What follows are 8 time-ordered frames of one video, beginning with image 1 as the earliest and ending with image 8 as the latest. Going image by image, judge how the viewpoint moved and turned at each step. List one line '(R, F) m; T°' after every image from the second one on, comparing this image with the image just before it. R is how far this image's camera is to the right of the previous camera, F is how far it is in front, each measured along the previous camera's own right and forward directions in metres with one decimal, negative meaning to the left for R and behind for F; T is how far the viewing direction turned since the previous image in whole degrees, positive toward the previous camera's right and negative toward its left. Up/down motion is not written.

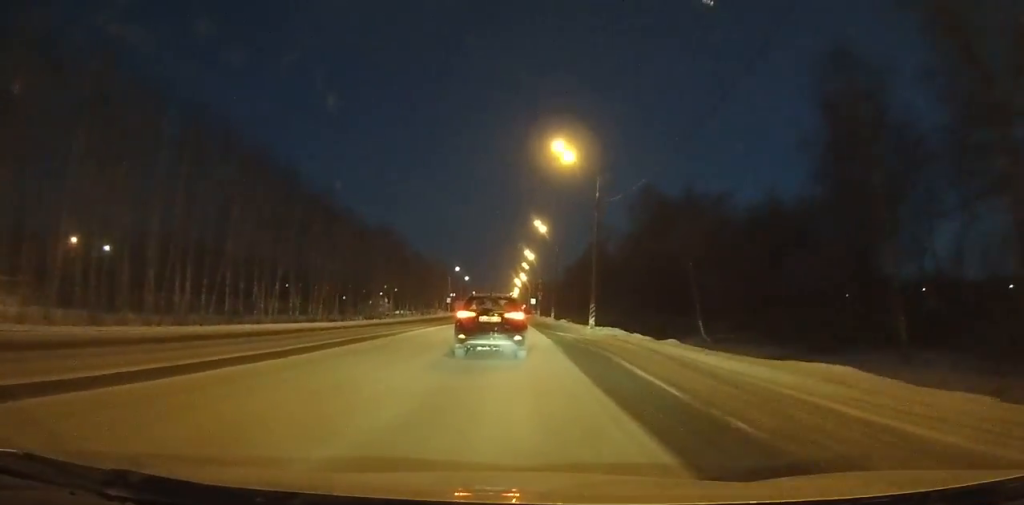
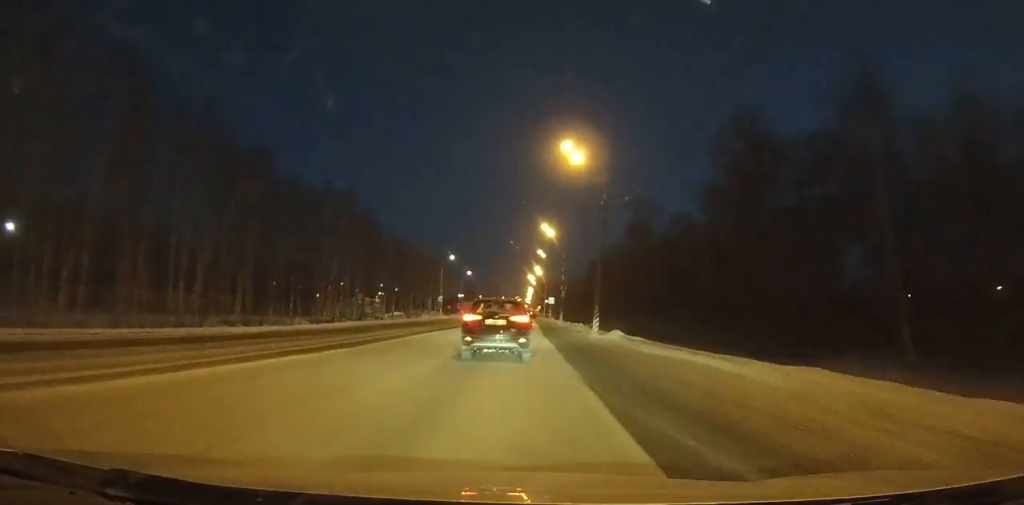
(-0.2, +31.7) m; 0°
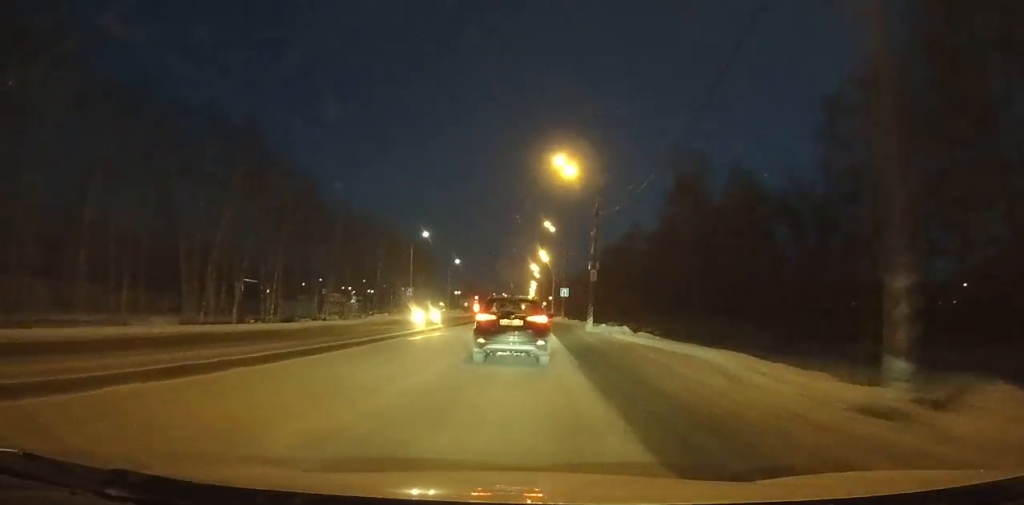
(0.0, +27.2) m; 0°
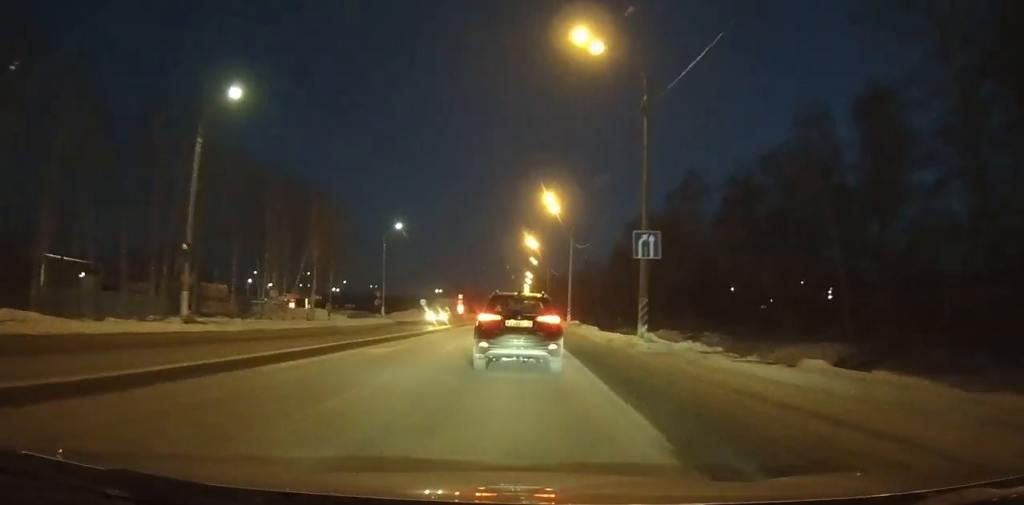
(0.0, +49.2) m; 0°
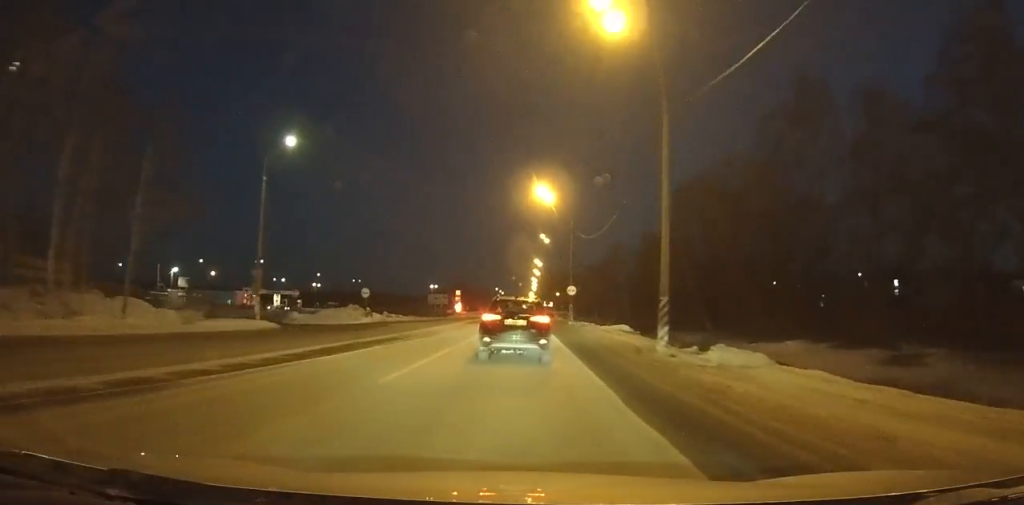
(-0.1, +35.7) m; 0°
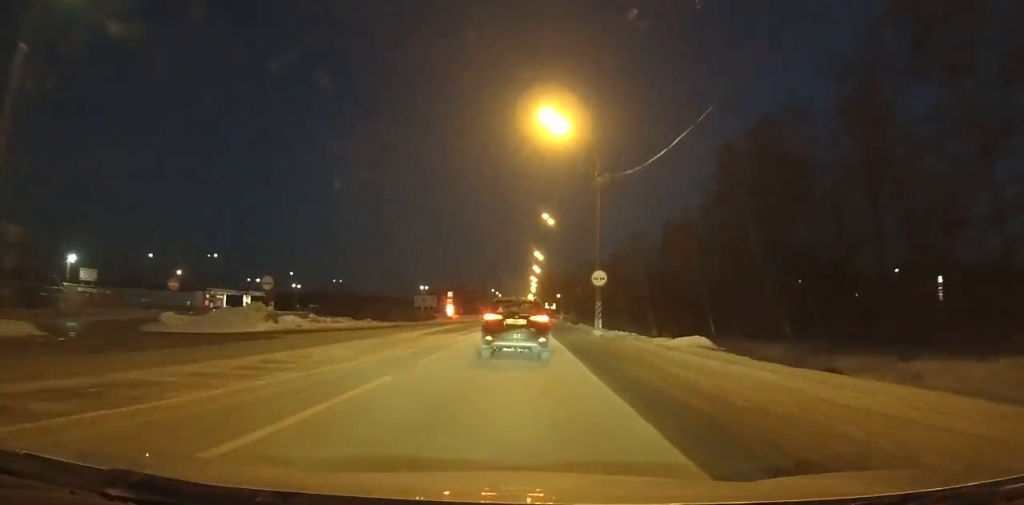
(0.0, +20.0) m; 0°
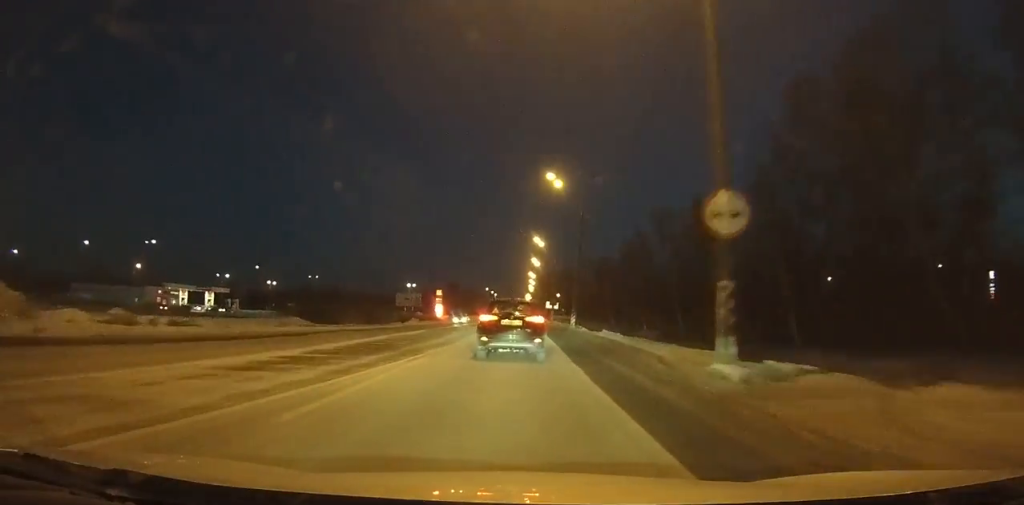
(0.0, +18.9) m; 0°
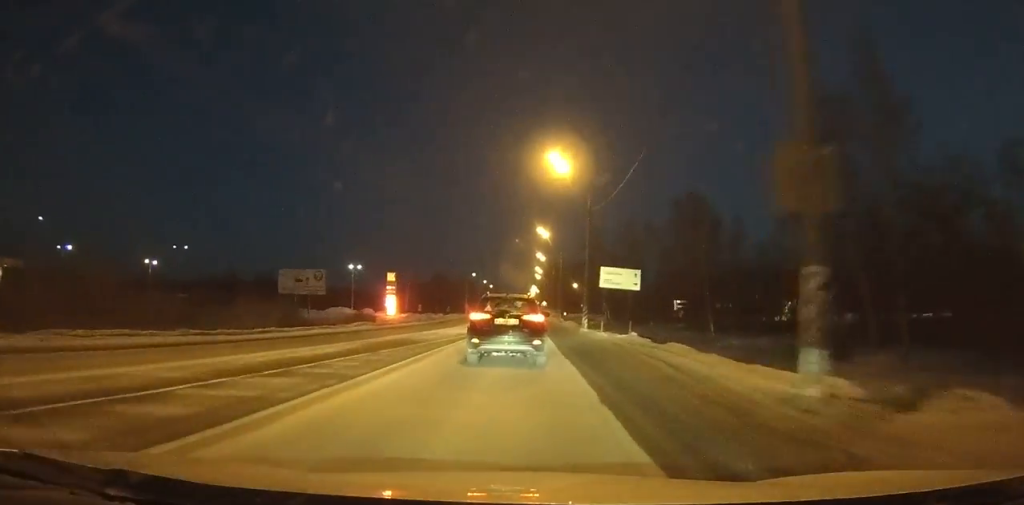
(0.0, +67.9) m; 0°
